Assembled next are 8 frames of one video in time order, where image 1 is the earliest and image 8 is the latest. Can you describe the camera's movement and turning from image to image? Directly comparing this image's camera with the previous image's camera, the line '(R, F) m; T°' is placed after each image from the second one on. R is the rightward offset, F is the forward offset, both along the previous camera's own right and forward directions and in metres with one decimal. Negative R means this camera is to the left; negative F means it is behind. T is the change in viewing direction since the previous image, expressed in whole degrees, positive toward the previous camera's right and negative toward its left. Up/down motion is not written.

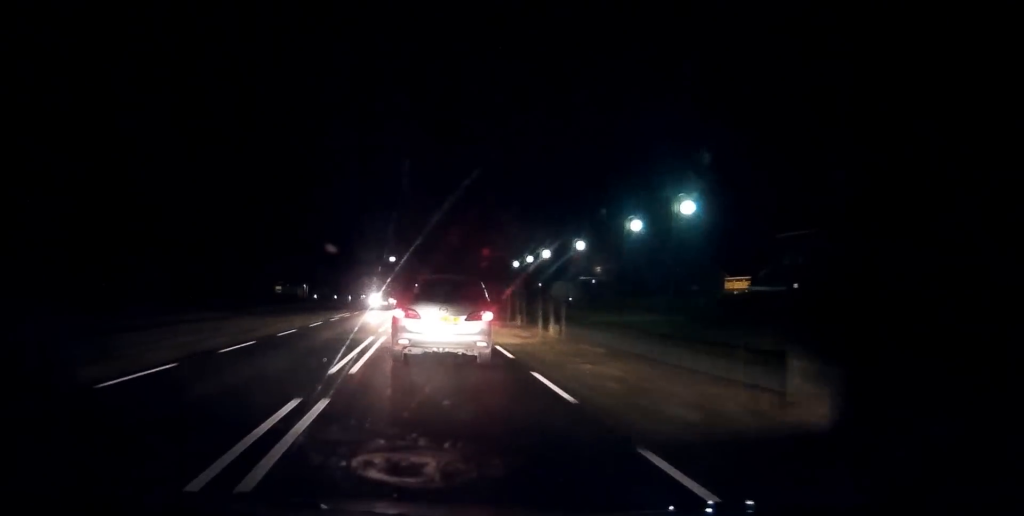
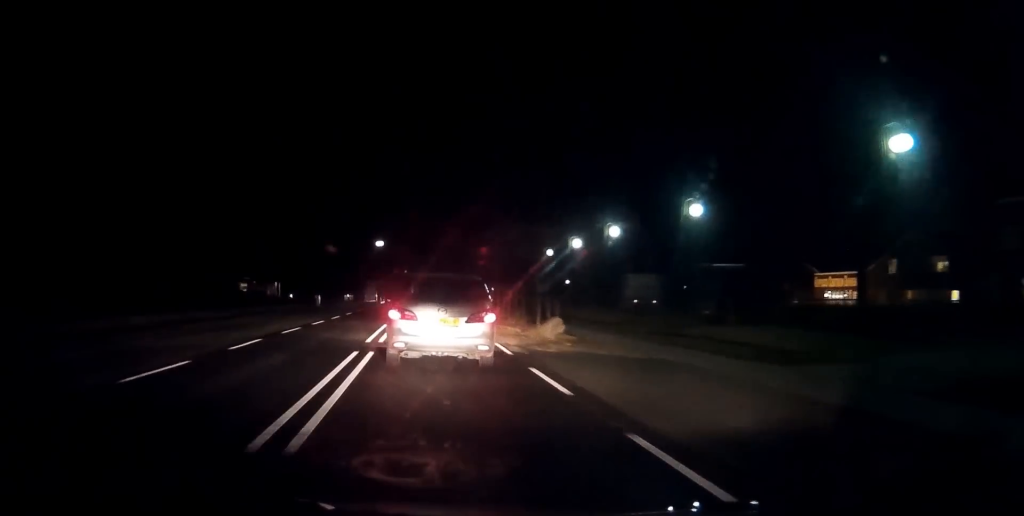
(0.0, +30.2) m; 0°
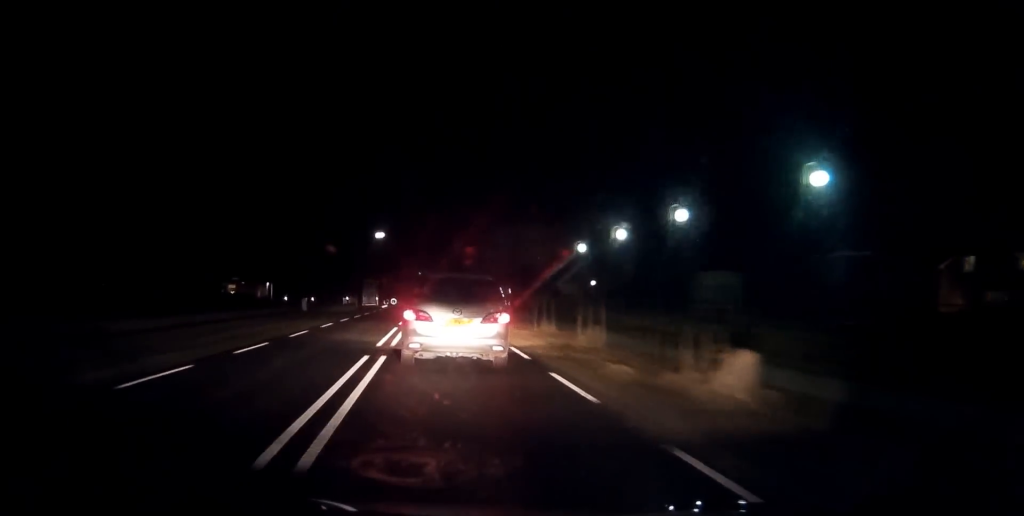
(0.0, +13.4) m; 0°
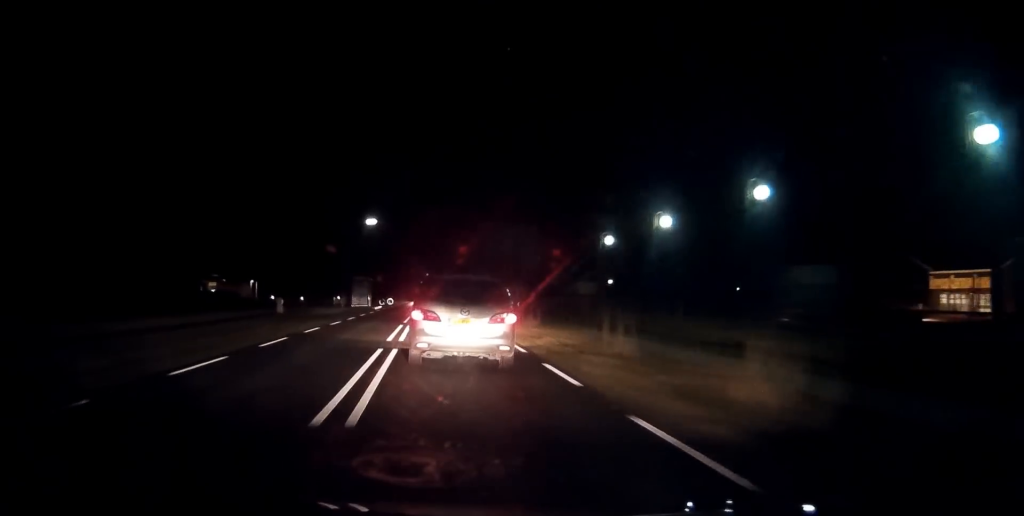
(-0.1, +10.9) m; 0°
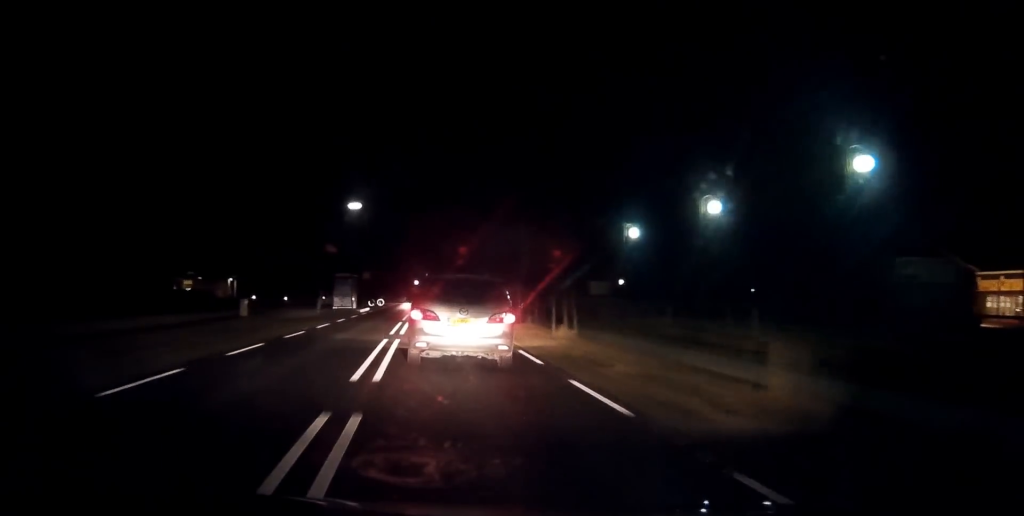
(0.0, +9.4) m; 0°
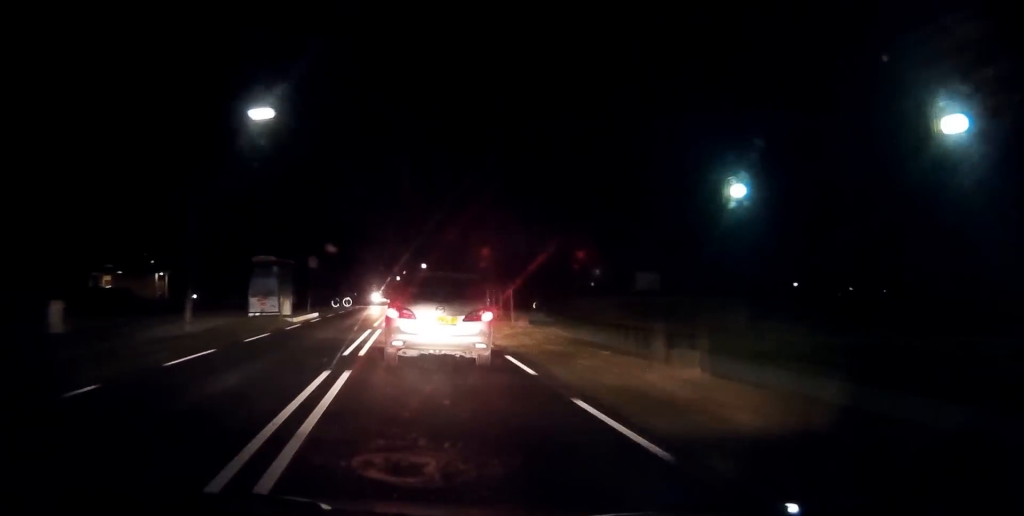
(+0.2, +22.7) m; +1°
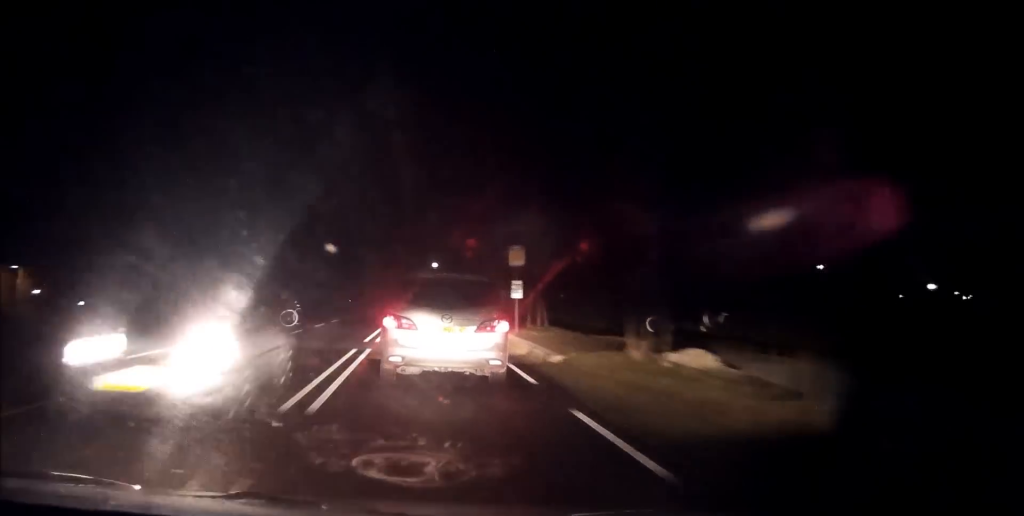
(0.0, +36.4) m; -1°
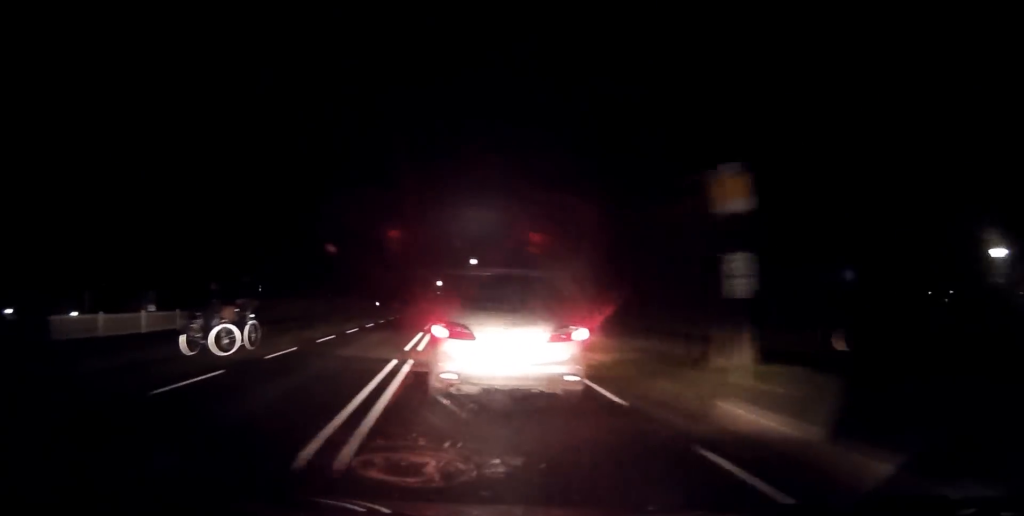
(-0.2, +15.6) m; -1°
